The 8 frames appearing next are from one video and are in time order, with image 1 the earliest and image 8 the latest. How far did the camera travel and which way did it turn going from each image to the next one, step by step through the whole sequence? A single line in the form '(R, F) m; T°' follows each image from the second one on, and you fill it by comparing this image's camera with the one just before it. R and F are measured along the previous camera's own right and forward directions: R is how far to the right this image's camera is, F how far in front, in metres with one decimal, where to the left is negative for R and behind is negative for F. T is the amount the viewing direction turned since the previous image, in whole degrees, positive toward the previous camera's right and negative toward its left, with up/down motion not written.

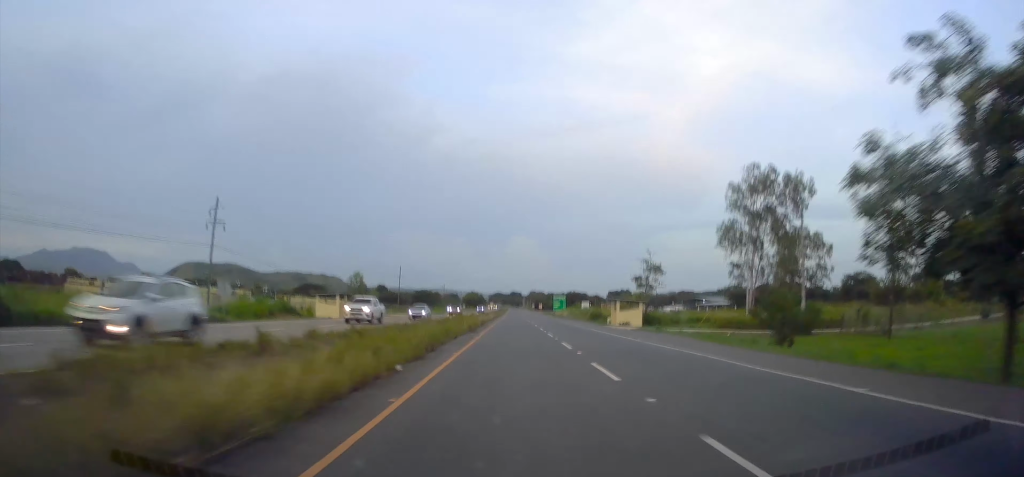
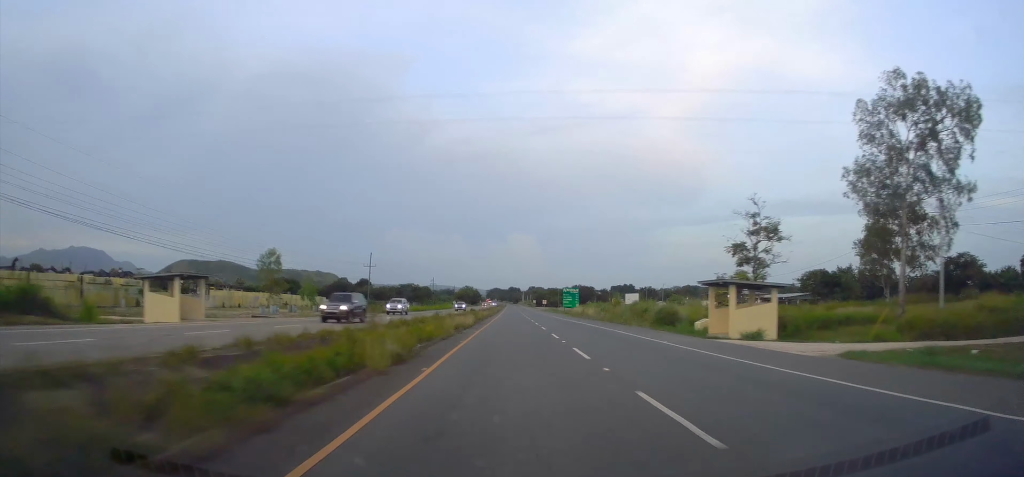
(-0.1, +31.4) m; 0°
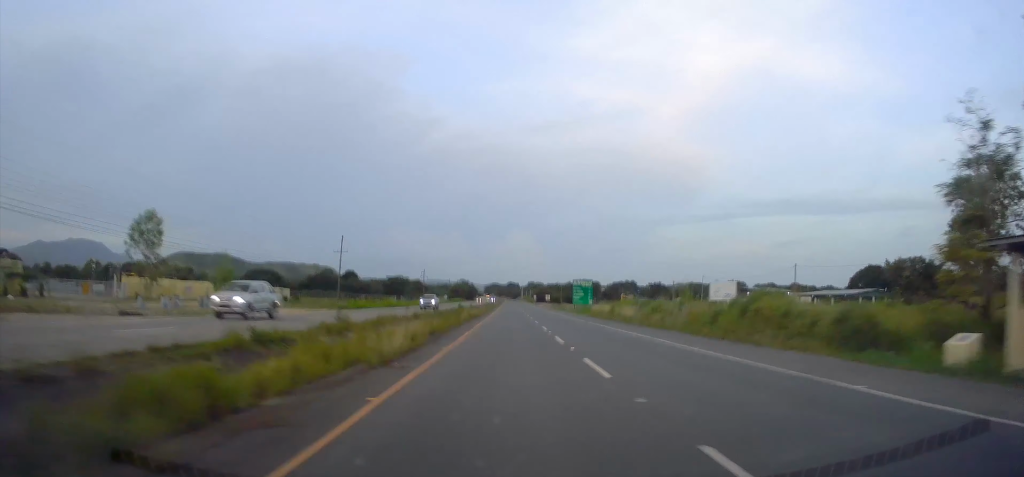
(+0.2, +20.3) m; 0°
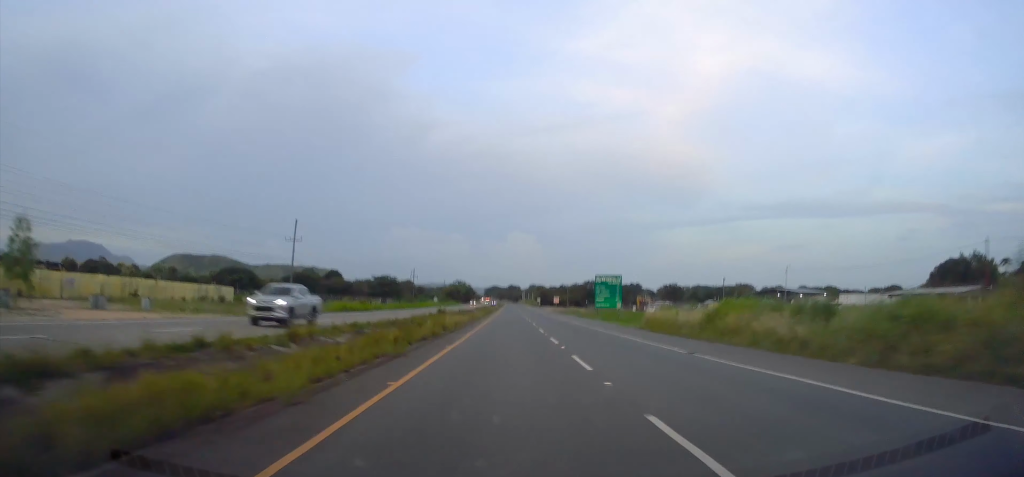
(+0.1, +23.9) m; 0°
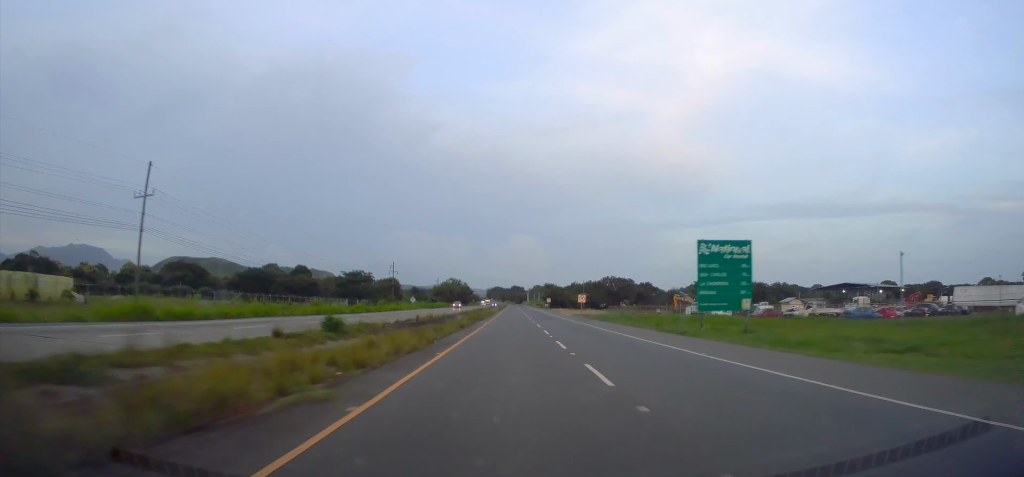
(0.0, +36.7) m; 0°
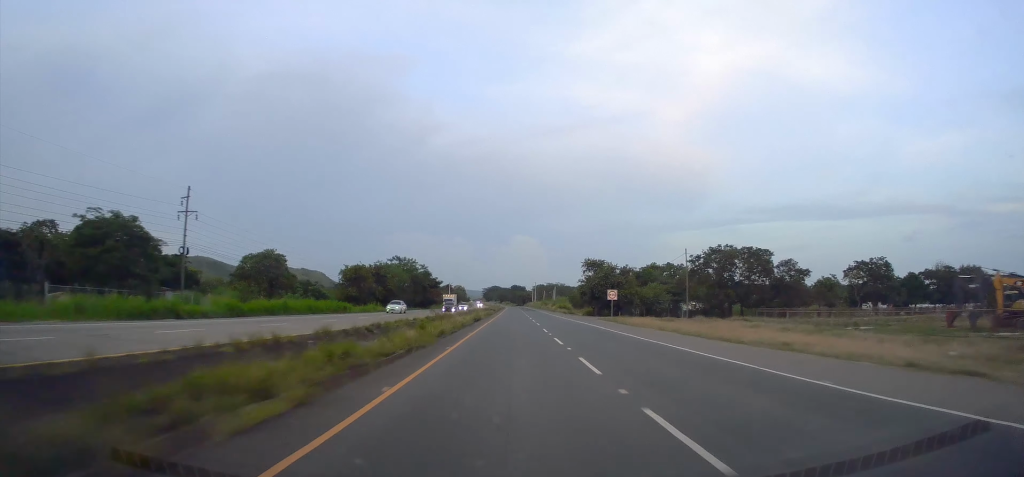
(-1.2, +98.9) m; -1°
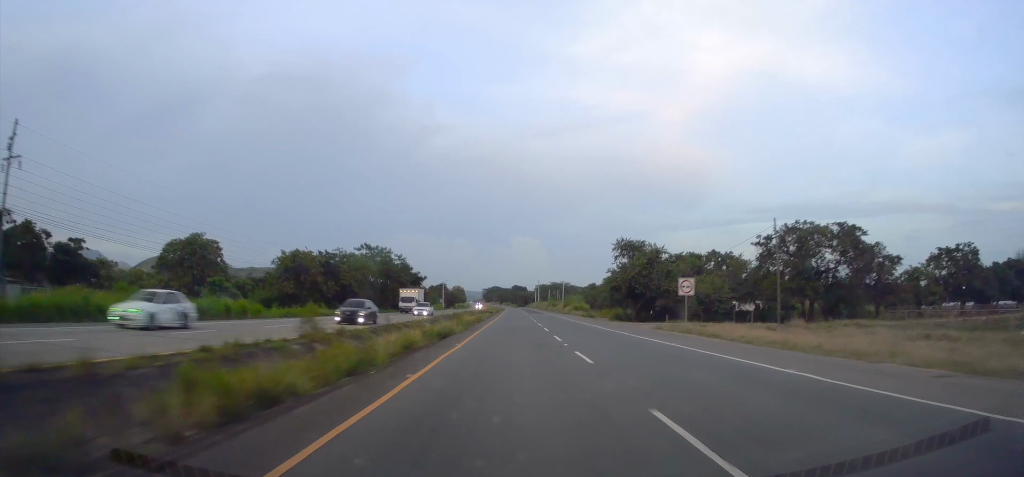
(-0.2, +23.7) m; 0°
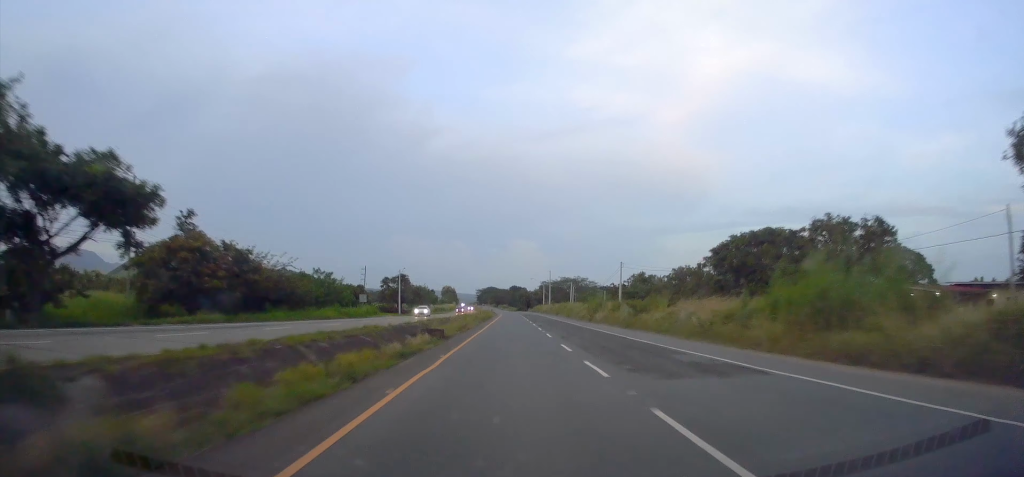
(+1.2, +76.4) m; +1°
